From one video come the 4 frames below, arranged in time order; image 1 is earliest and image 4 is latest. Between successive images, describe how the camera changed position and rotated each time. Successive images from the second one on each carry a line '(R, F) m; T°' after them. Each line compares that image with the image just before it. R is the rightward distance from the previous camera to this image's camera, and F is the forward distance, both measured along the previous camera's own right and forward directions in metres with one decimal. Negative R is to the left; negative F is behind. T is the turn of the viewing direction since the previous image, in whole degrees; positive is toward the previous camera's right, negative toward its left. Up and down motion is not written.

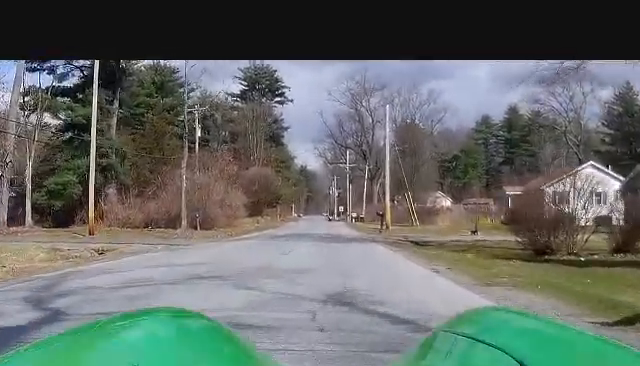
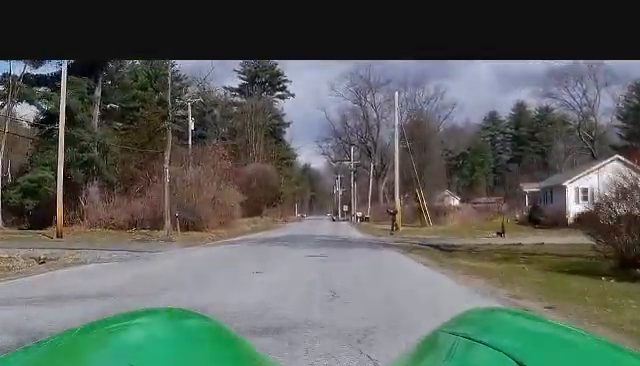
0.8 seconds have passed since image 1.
(0.0, +5.1) m; +1°
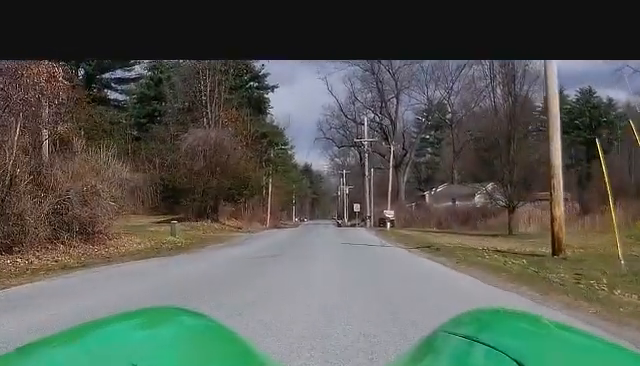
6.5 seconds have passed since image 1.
(+0.7, +41.2) m; -1°
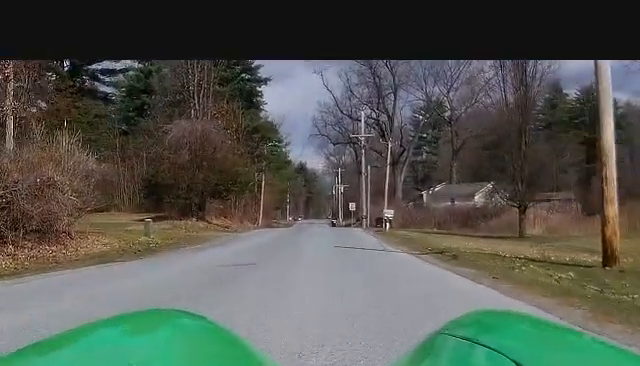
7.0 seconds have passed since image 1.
(0.0, +3.8) m; 0°
